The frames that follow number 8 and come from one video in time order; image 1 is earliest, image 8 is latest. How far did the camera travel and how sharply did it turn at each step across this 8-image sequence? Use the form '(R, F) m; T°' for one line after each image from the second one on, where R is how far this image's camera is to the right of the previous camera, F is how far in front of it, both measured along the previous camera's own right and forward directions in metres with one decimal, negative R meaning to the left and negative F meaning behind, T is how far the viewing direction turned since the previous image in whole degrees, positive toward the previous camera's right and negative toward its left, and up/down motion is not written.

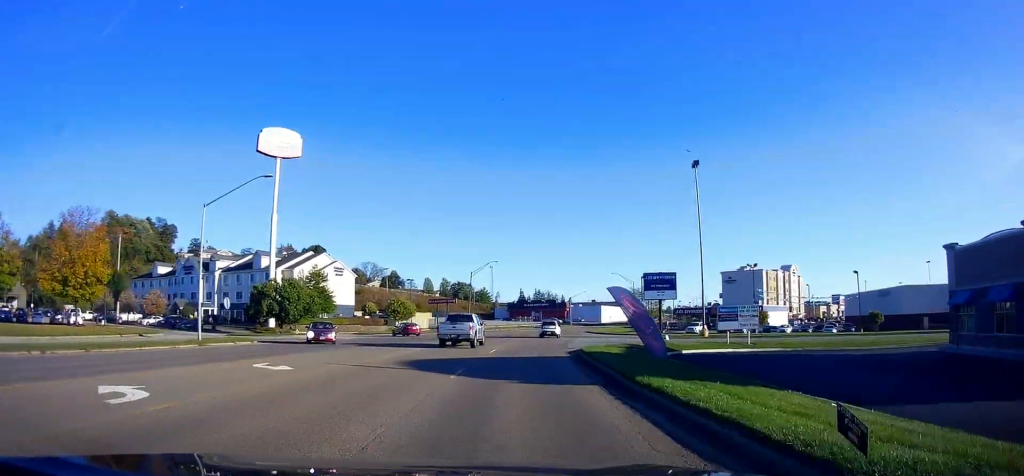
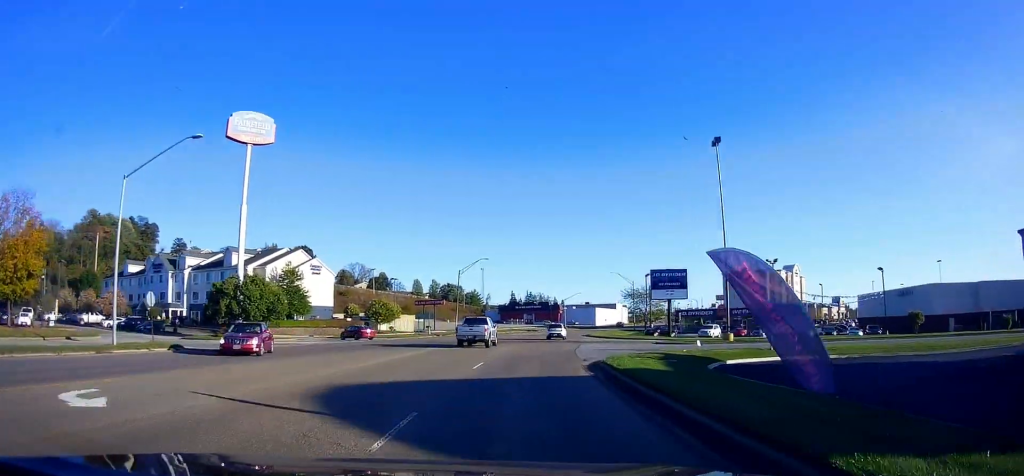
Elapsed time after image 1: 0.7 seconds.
(-0.4, +8.5) m; 0°
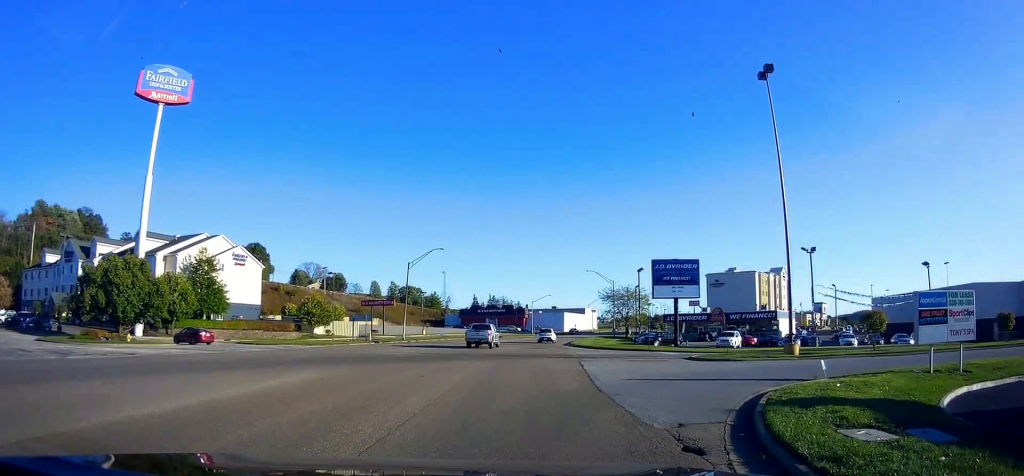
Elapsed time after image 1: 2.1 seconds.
(+0.6, +16.1) m; +6°
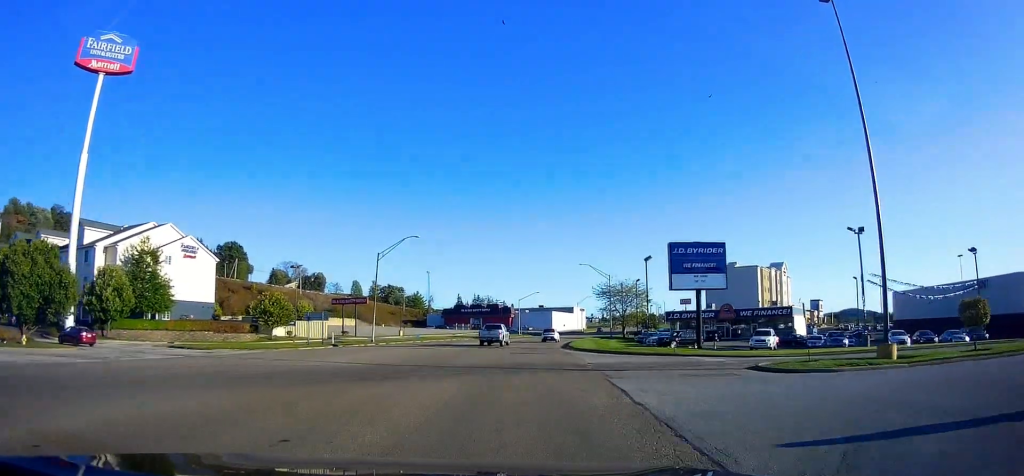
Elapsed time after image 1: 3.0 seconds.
(+0.3, +9.9) m; +2°
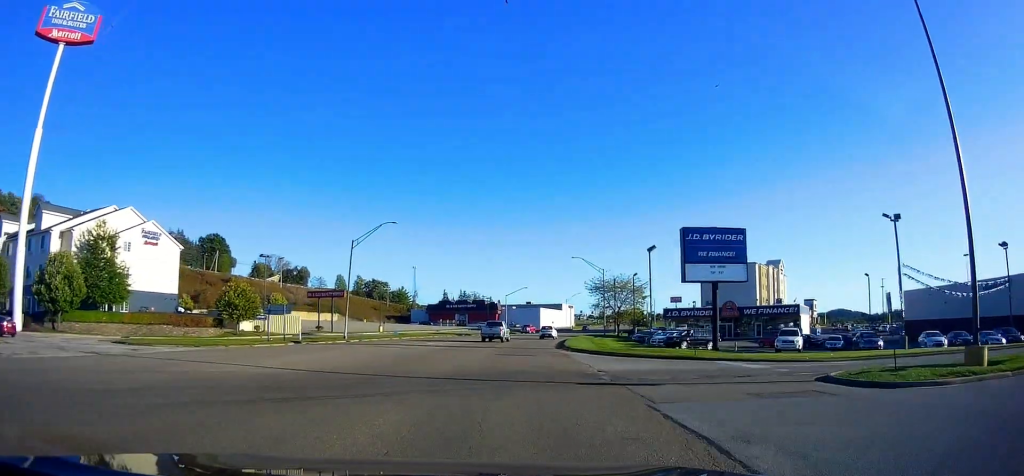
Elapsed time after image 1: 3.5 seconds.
(+0.1, +6.1) m; +1°
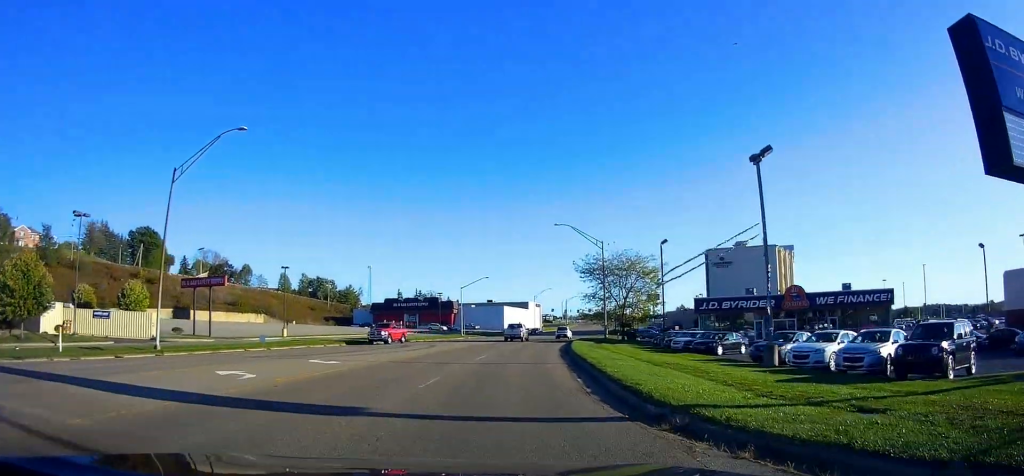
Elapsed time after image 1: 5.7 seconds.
(+0.3, +29.0) m; +2°
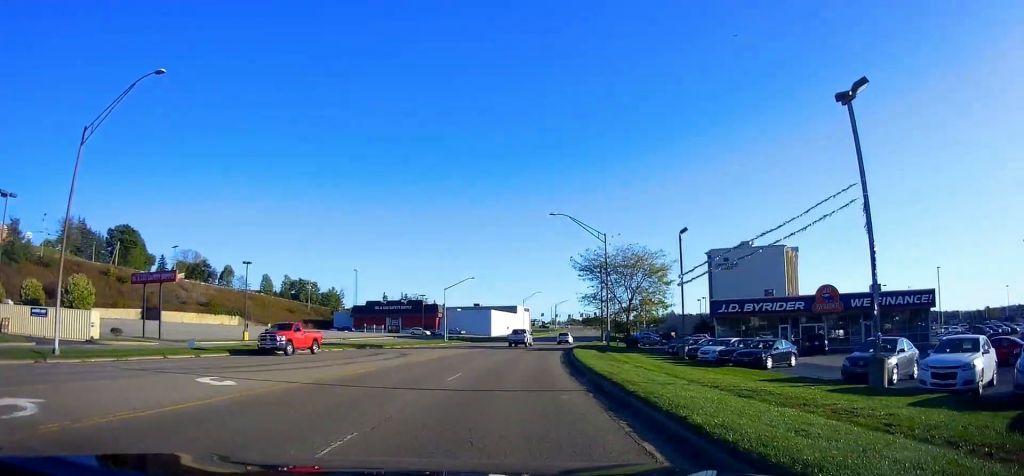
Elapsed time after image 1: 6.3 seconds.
(0.0, +8.0) m; +2°
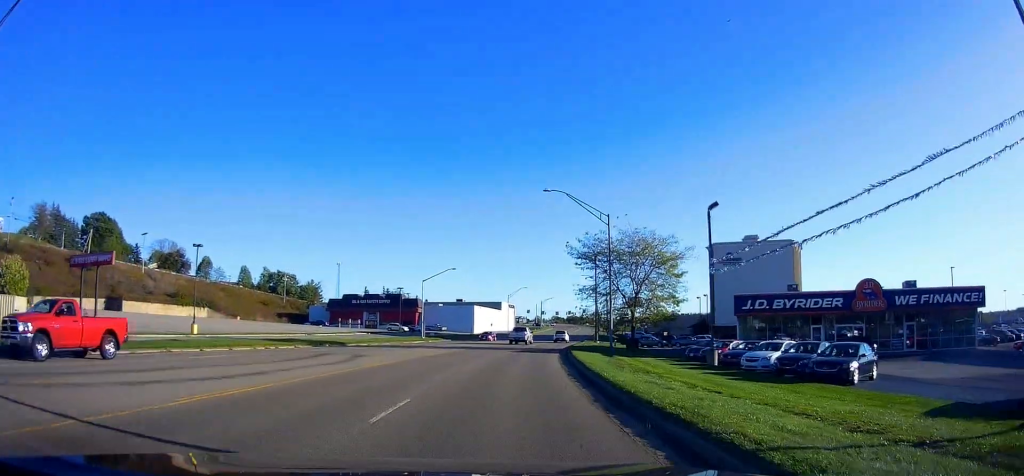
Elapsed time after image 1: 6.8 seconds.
(+0.4, +8.2) m; +3°
